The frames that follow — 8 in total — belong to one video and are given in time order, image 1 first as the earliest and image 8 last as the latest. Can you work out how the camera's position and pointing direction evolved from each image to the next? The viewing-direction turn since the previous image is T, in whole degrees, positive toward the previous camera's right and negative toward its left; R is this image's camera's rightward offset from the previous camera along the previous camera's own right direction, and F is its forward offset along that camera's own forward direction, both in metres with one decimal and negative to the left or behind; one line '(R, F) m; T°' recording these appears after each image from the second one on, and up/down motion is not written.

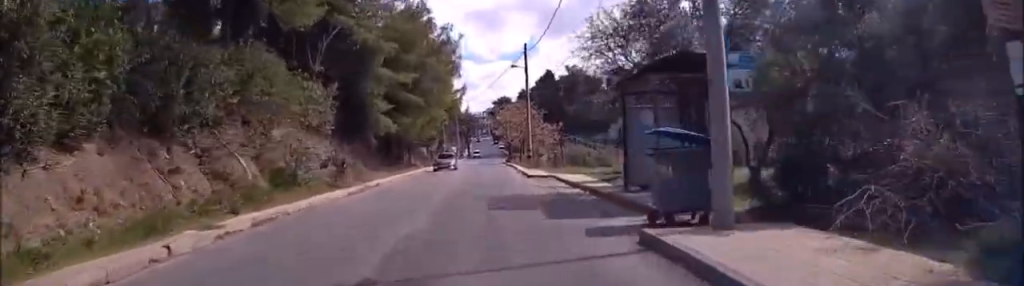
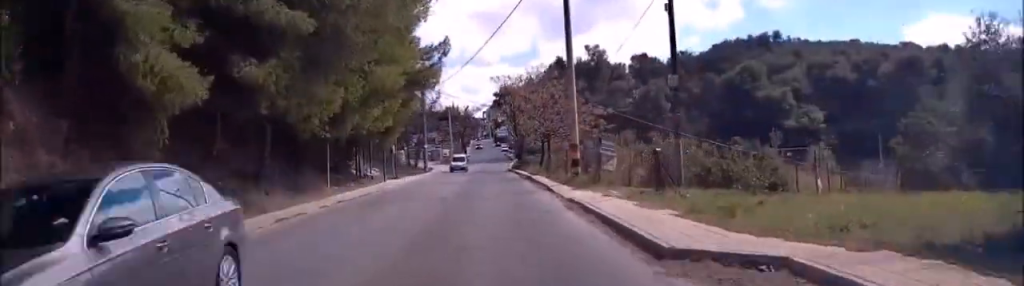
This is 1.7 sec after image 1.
(-0.4, +25.8) m; 0°
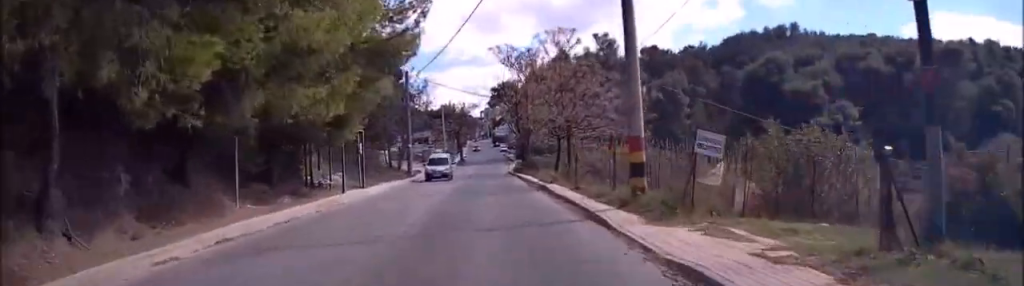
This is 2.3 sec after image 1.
(+0.2, +10.2) m; 0°
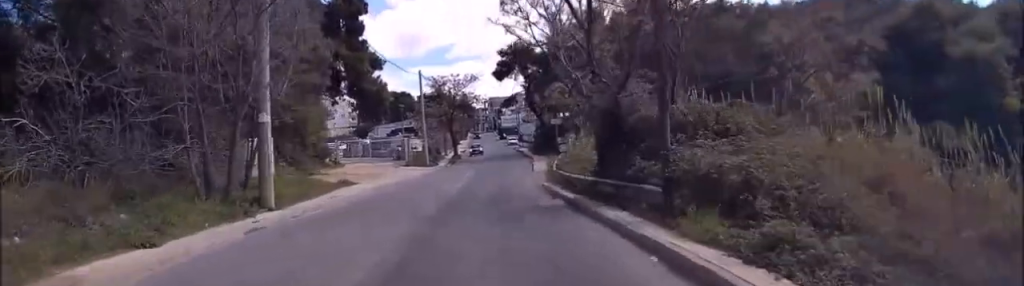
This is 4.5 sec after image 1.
(-0.4, +33.6) m; 0°
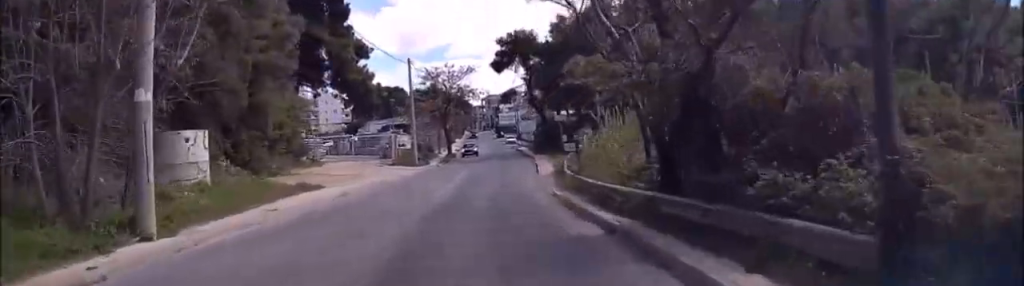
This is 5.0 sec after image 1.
(+0.1, +6.6) m; 0°
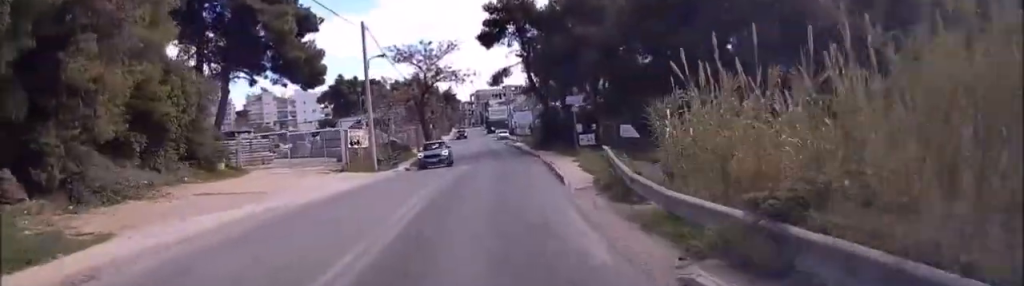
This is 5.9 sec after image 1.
(+0.1, +14.2) m; 0°
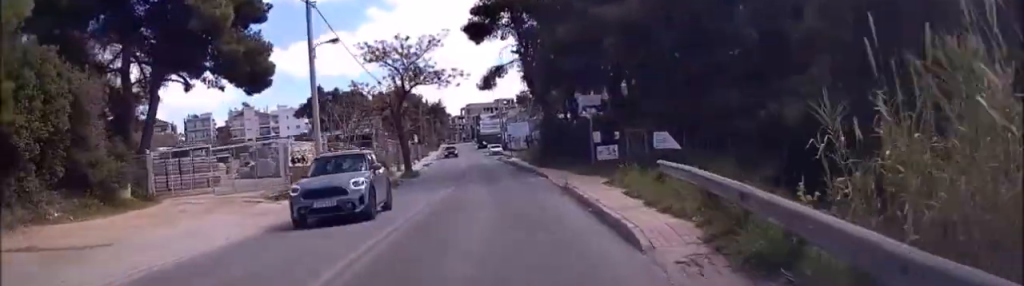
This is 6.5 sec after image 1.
(0.0, +9.7) m; -1°
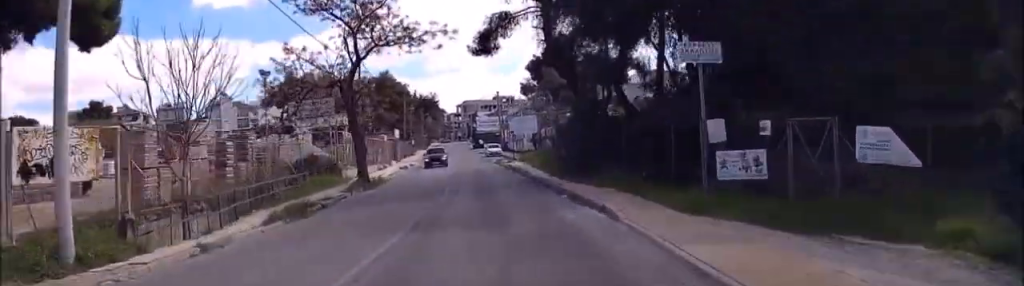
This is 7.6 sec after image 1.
(-0.2, +16.8) m; 0°
